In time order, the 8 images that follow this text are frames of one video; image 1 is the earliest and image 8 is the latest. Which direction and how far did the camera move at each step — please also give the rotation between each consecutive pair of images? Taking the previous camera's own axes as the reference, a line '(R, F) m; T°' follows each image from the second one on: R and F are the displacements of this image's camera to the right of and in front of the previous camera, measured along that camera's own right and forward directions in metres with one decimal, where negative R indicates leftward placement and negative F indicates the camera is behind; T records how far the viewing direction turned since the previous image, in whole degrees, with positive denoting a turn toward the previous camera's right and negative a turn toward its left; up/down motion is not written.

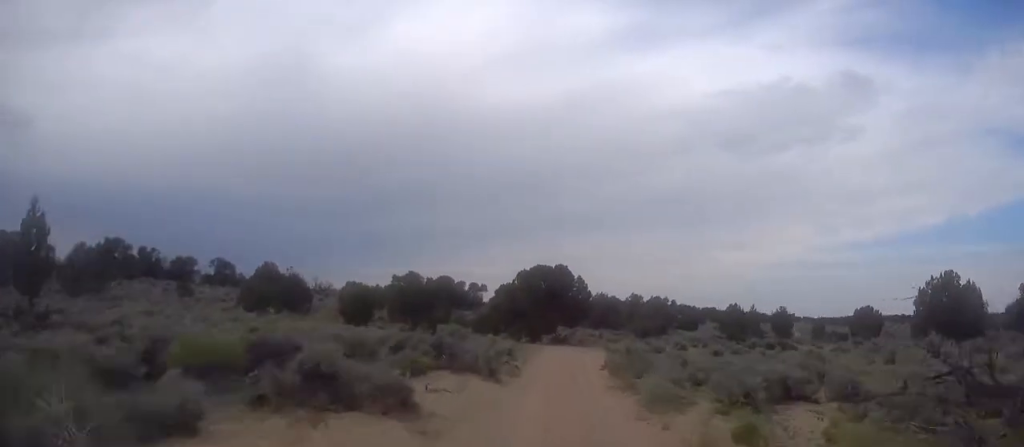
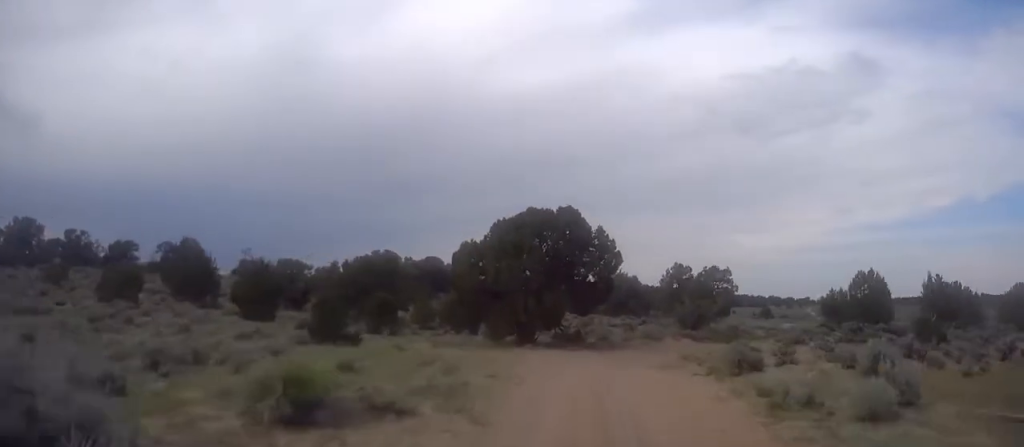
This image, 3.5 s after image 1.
(+0.1, +26.7) m; +1°
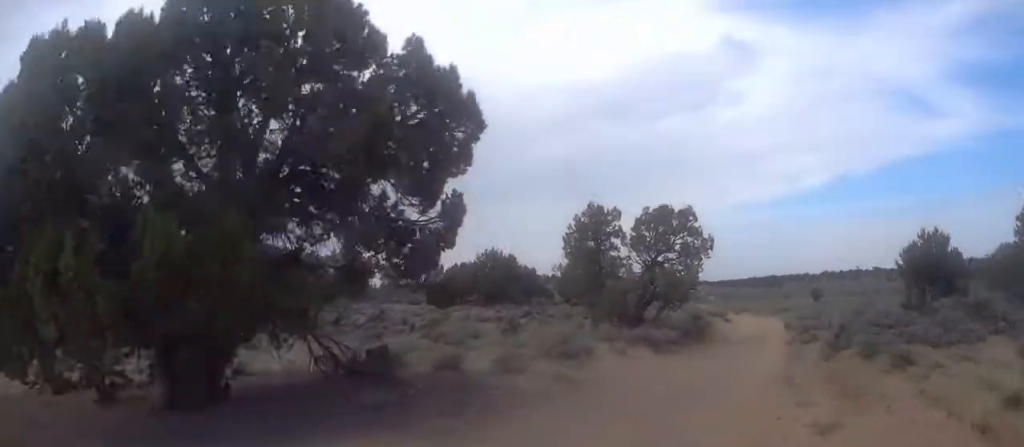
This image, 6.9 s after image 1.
(+2.0, +24.3) m; +14°
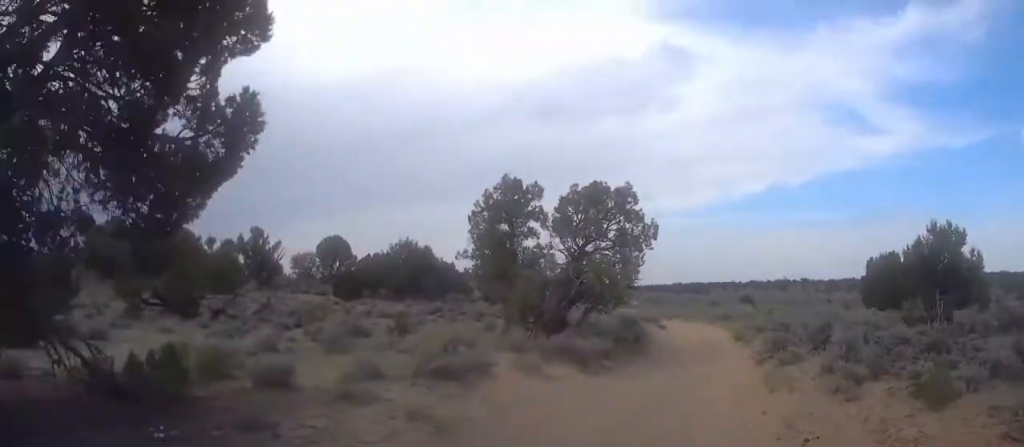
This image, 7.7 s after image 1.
(+0.5, +5.6) m; +4°
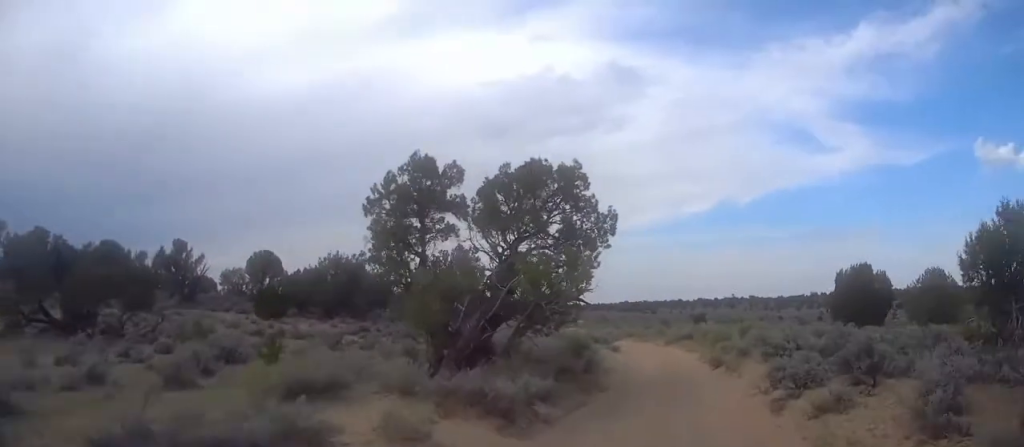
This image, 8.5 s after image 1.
(+0.2, +5.7) m; +2°
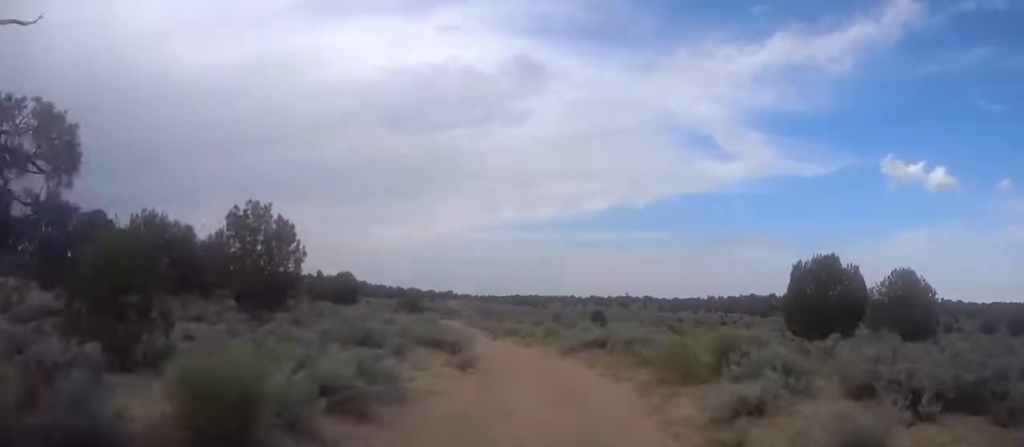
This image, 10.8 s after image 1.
(+0.3, +16.5) m; +3°
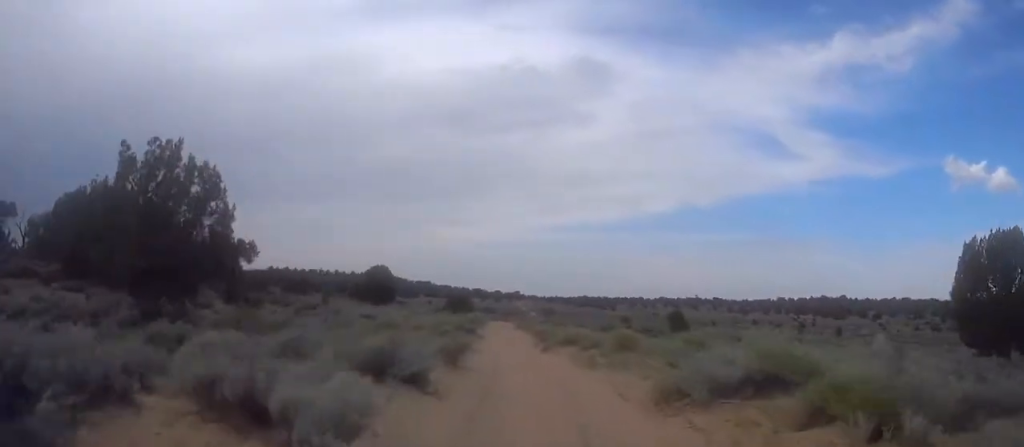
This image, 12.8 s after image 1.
(+0.5, +15.6) m; +1°
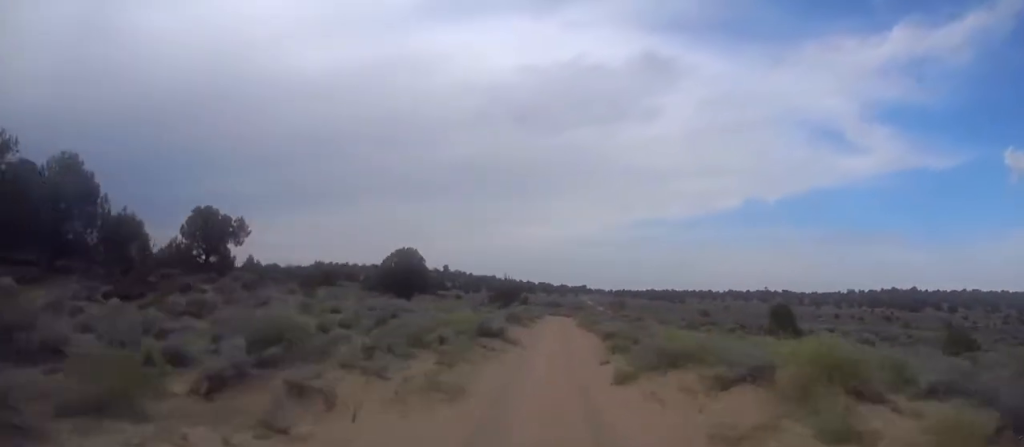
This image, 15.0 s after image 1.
(-0.4, +18.3) m; -5°
